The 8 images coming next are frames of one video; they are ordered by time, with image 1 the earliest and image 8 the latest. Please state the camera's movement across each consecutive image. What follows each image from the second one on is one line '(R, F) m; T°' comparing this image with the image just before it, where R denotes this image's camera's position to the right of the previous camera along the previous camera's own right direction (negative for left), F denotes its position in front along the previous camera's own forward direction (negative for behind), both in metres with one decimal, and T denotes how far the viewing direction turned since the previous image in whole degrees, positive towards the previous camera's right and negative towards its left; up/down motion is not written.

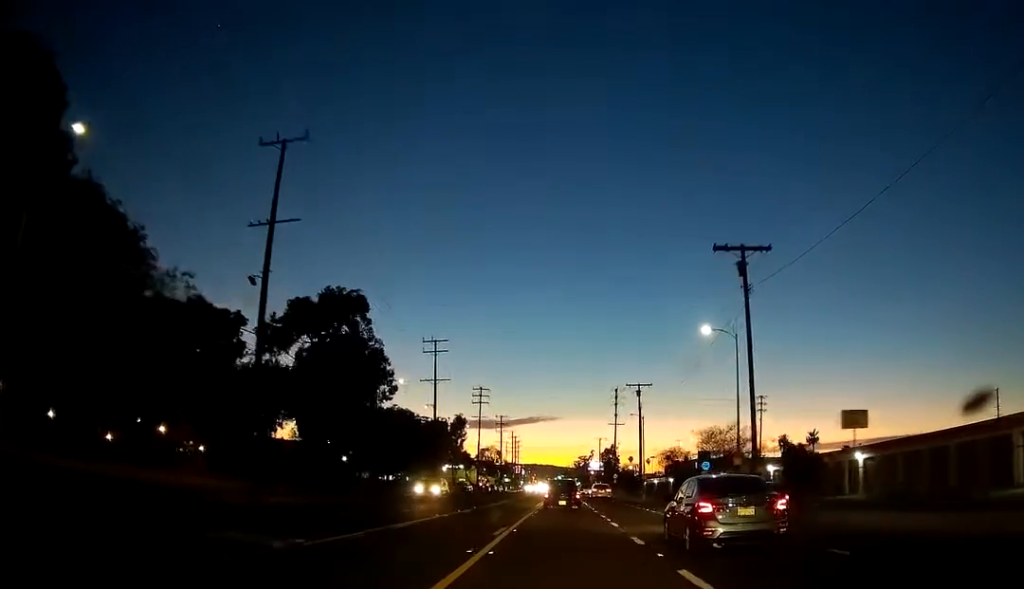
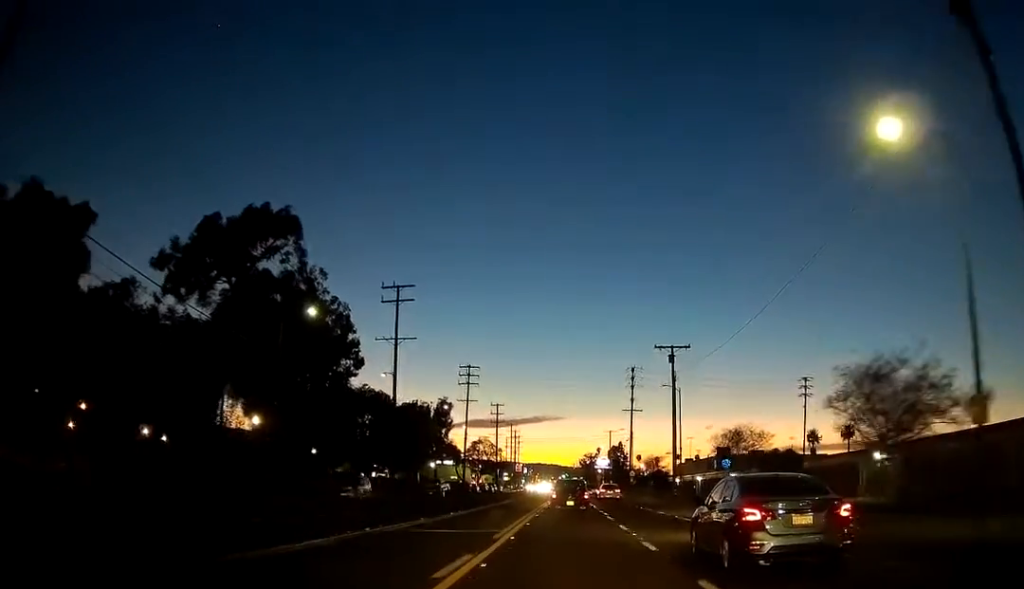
(0.0, +23.2) m; -1°
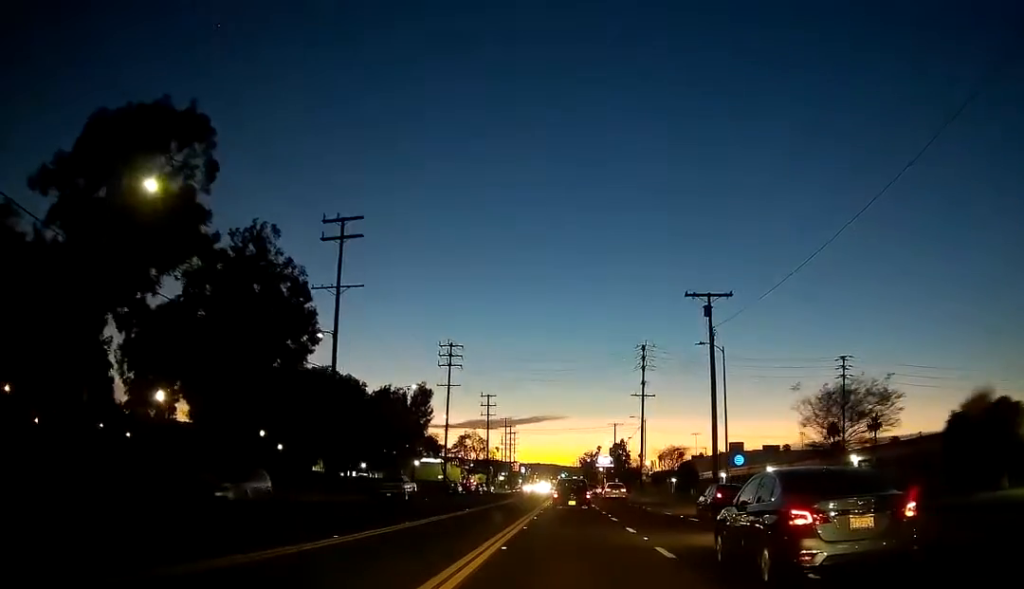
(-0.1, +17.4) m; 0°
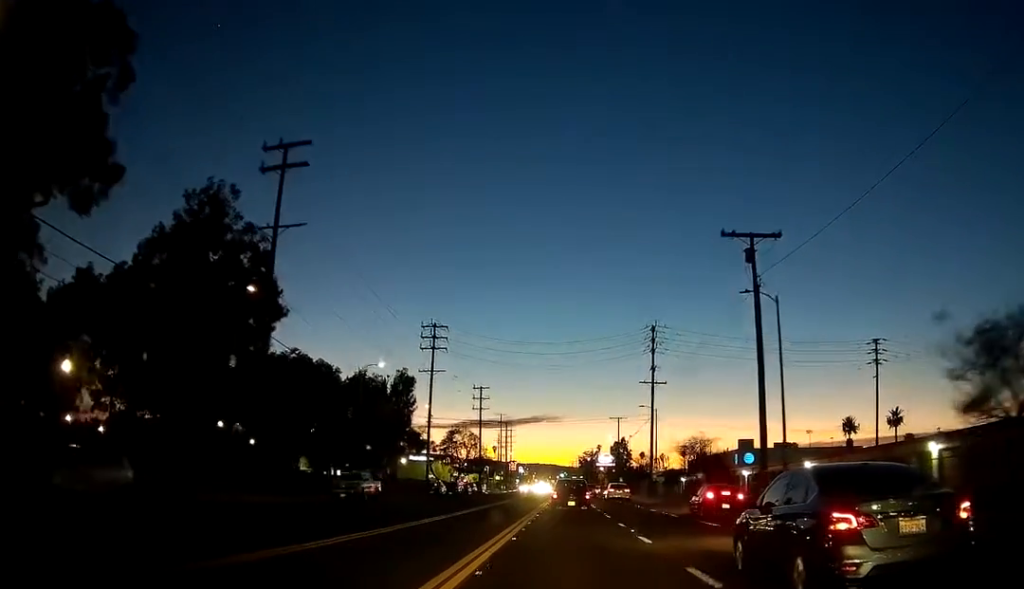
(+0.1, +11.9) m; 0°
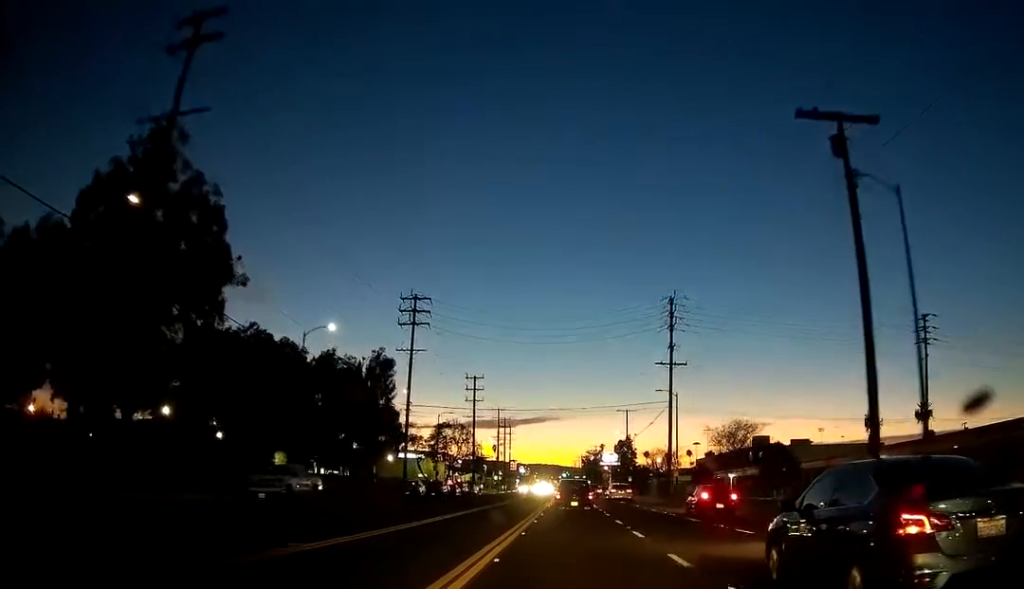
(0.0, +12.8) m; 0°
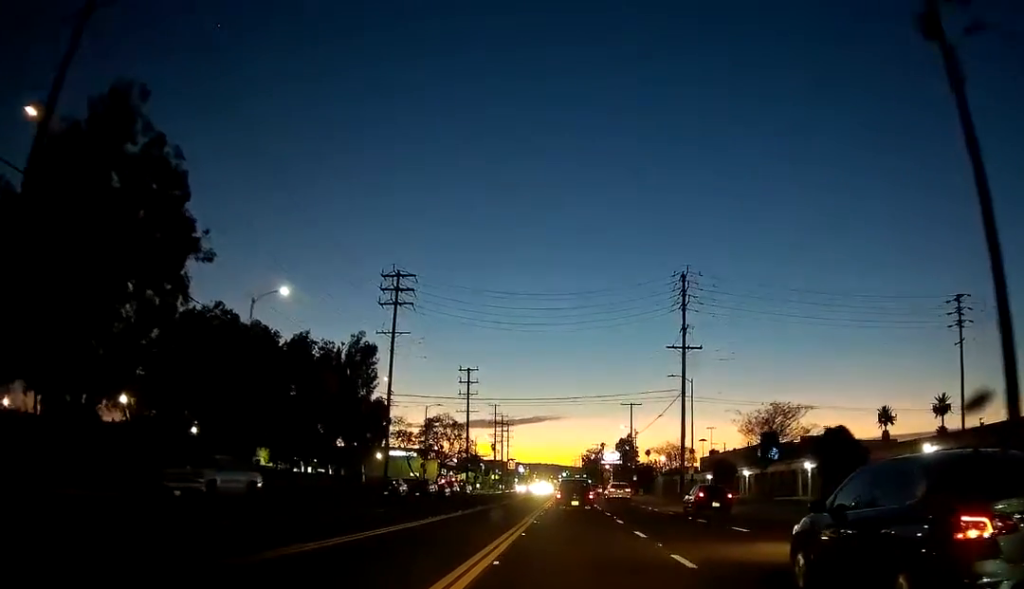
(0.0, +7.5) m; 0°
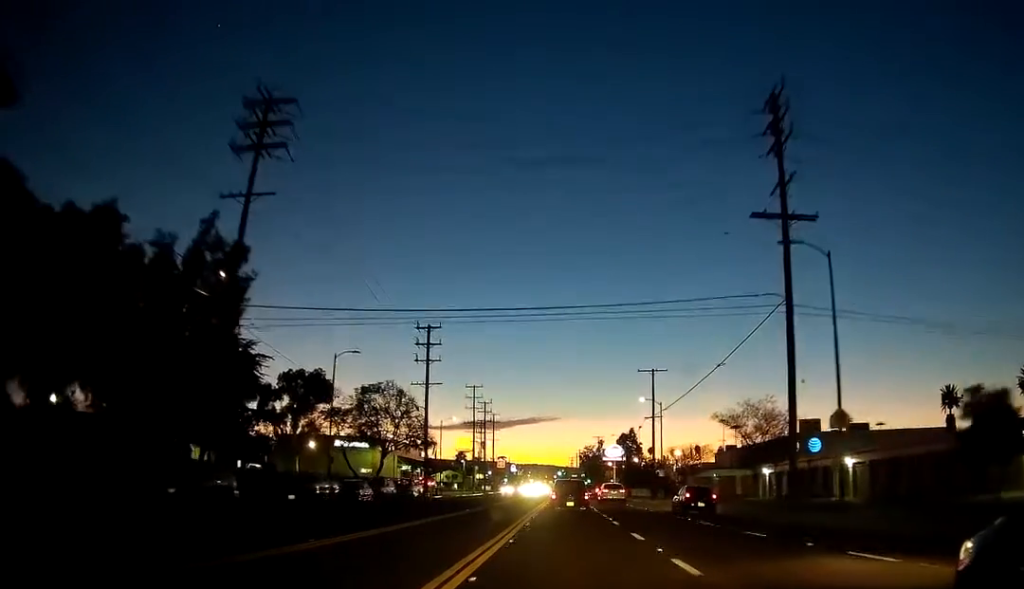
(+0.1, +30.1) m; +1°
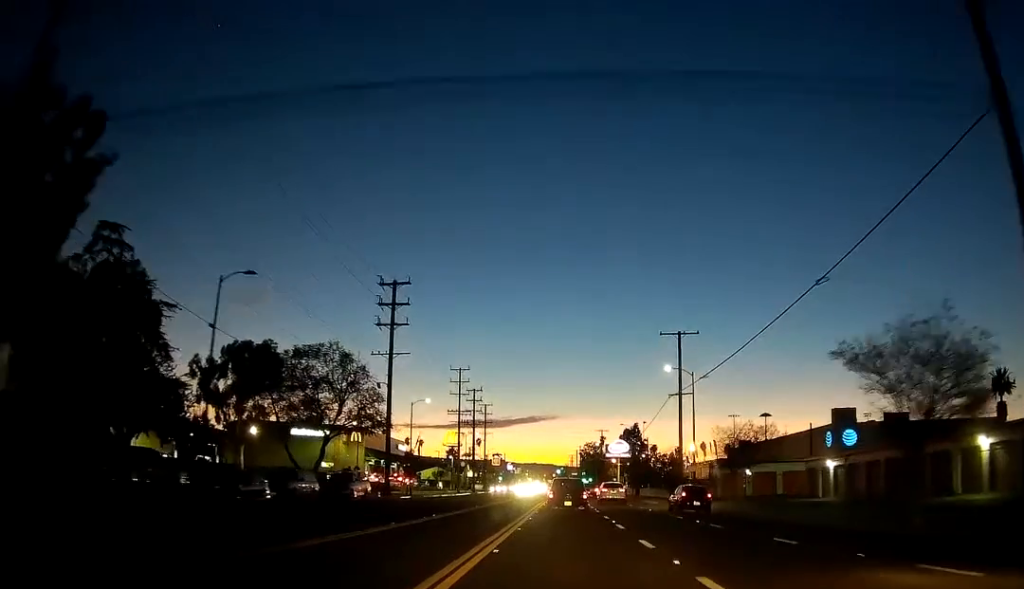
(+0.1, +16.8) m; 0°
